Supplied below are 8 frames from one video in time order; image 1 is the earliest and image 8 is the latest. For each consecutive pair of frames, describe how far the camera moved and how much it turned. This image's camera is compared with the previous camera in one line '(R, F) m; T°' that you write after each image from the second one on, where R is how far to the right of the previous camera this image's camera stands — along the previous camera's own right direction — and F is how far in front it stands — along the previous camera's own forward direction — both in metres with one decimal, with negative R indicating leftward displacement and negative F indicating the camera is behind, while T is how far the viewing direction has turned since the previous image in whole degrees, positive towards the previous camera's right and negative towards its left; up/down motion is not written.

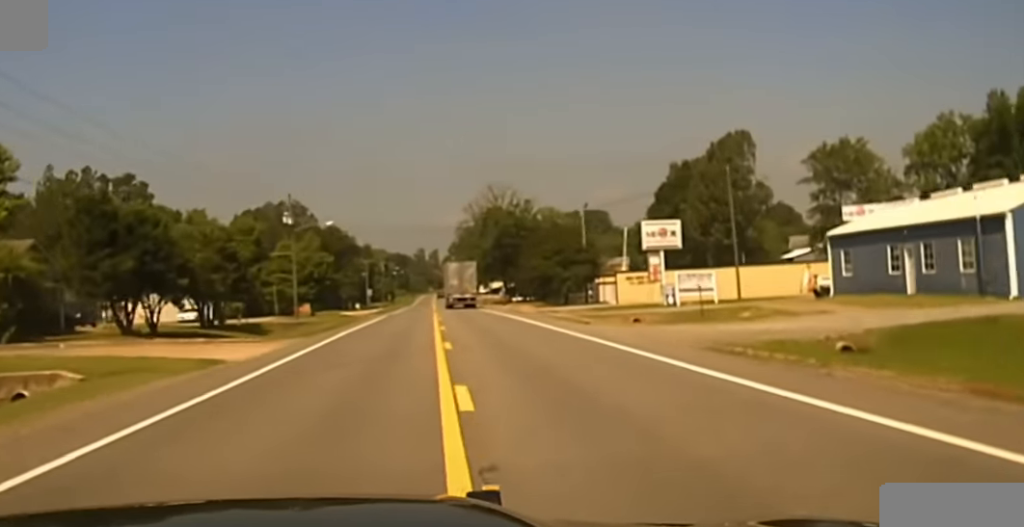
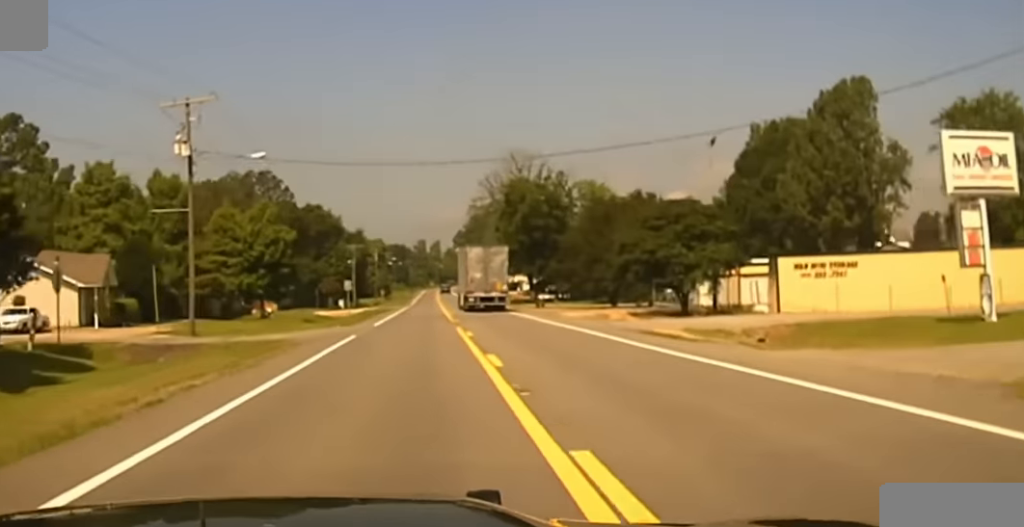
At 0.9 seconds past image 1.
(0.0, +37.2) m; 0°
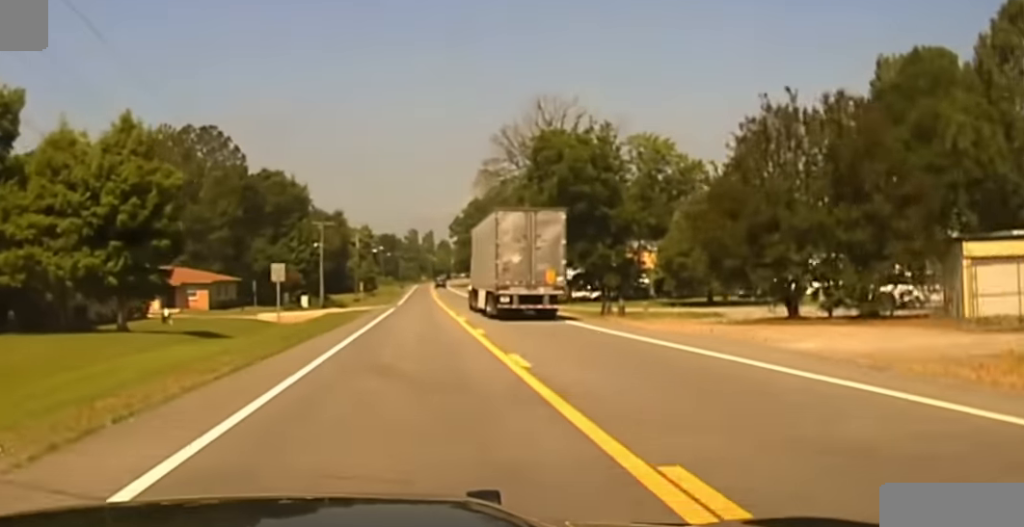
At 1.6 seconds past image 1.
(0.0, +38.3) m; 0°
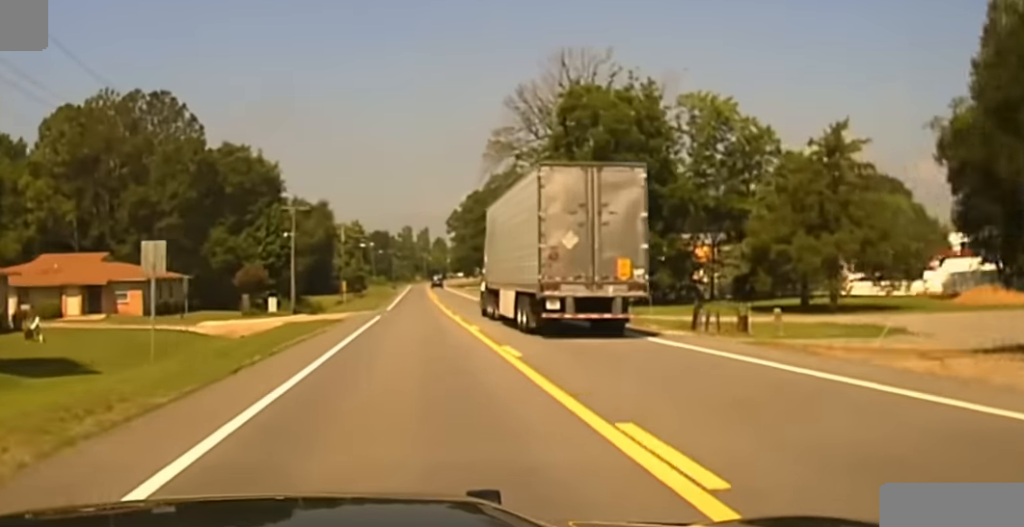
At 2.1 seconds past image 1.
(+0.1, +23.8) m; 0°
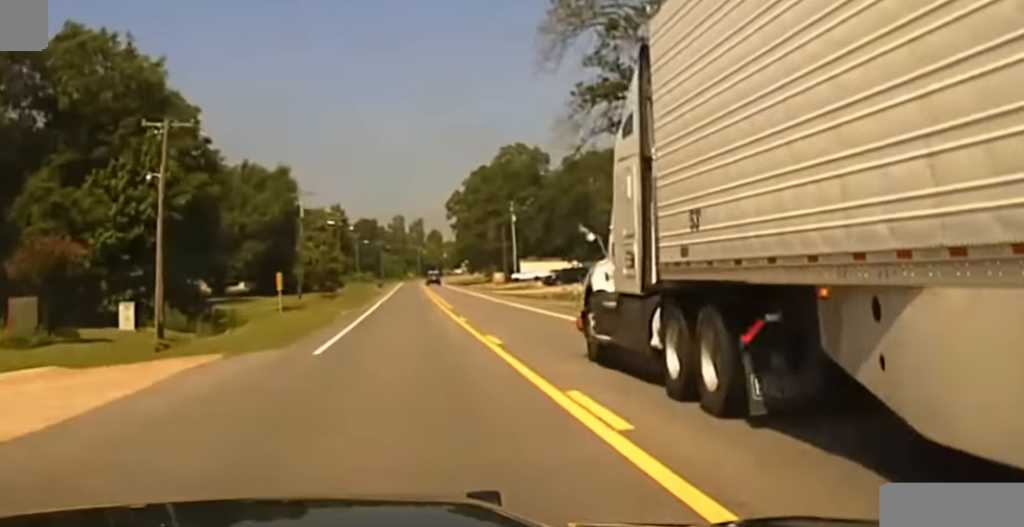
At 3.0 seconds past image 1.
(+0.2, +50.0) m; +1°
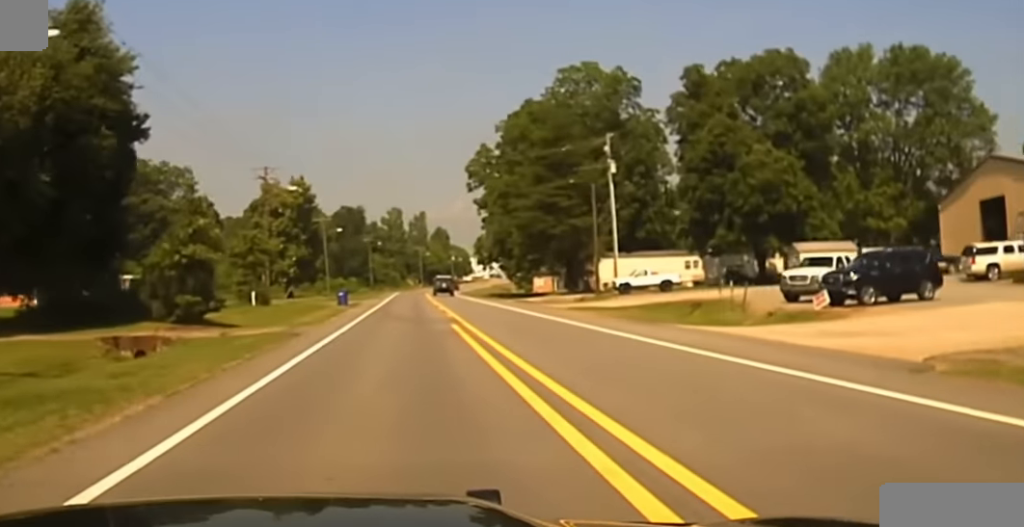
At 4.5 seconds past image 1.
(+0.9, +87.0) m; +1°
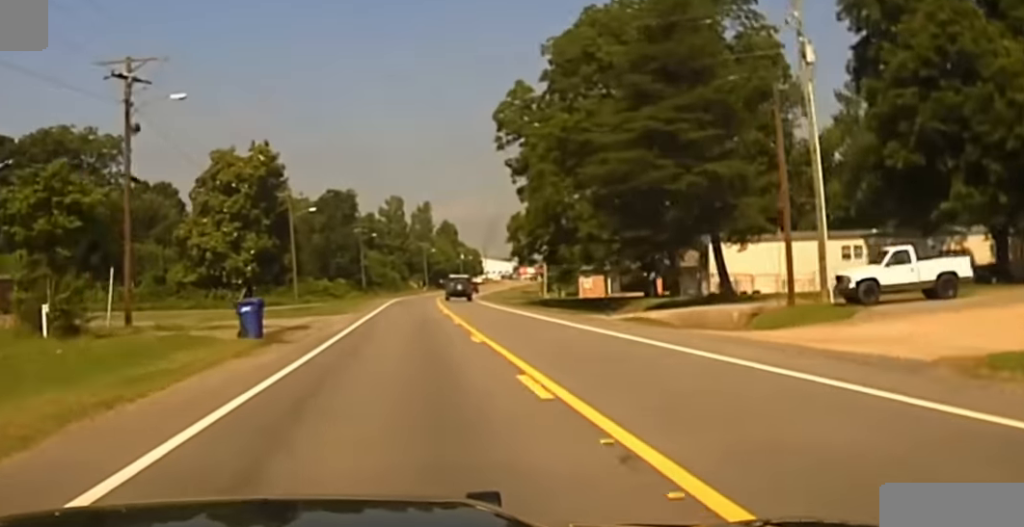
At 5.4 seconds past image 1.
(-0.1, +43.8) m; 0°
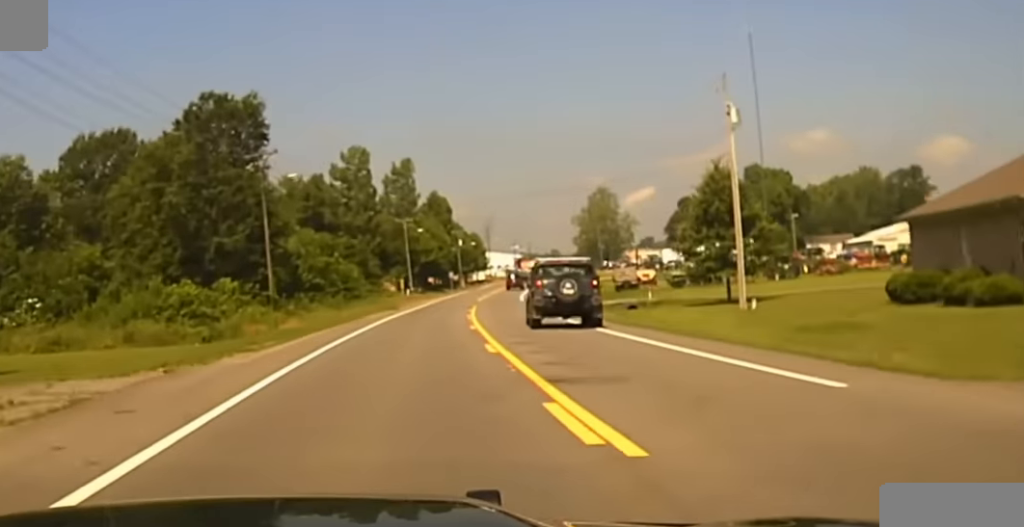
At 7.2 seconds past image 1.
(-0.2, +86.2) m; 0°
